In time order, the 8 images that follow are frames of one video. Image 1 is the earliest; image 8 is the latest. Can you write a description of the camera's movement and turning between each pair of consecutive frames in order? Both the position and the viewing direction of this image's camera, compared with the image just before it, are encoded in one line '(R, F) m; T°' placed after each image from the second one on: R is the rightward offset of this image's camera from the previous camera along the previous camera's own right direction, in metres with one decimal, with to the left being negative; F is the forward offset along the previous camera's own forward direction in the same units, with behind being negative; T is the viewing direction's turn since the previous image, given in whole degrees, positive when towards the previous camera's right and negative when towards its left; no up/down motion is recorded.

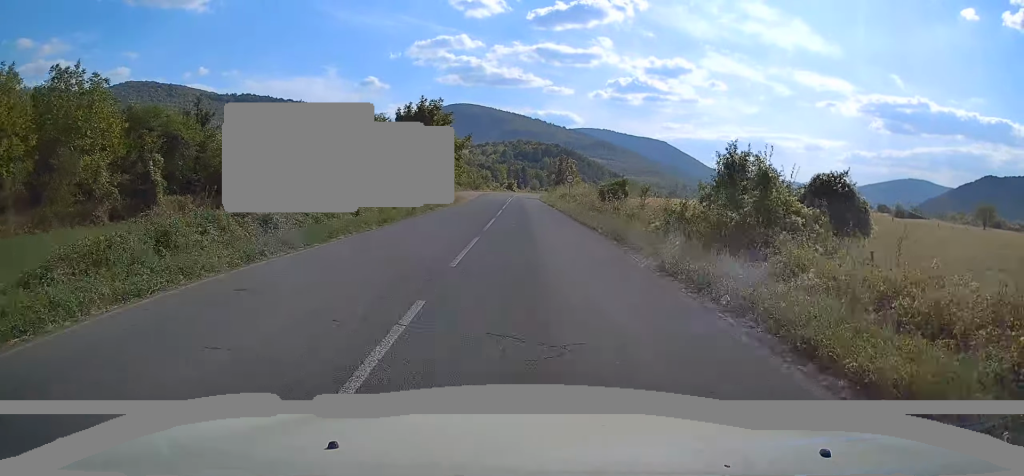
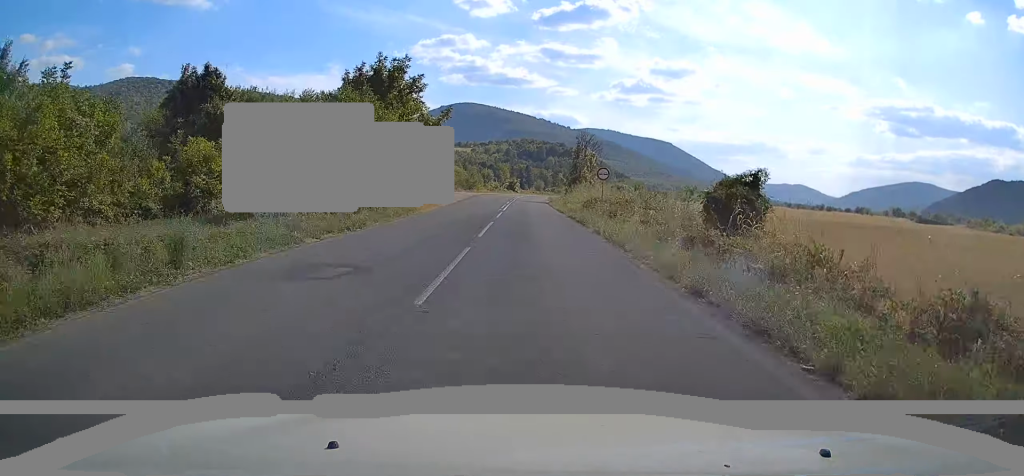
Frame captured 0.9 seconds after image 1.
(-0.2, +21.2) m; 0°
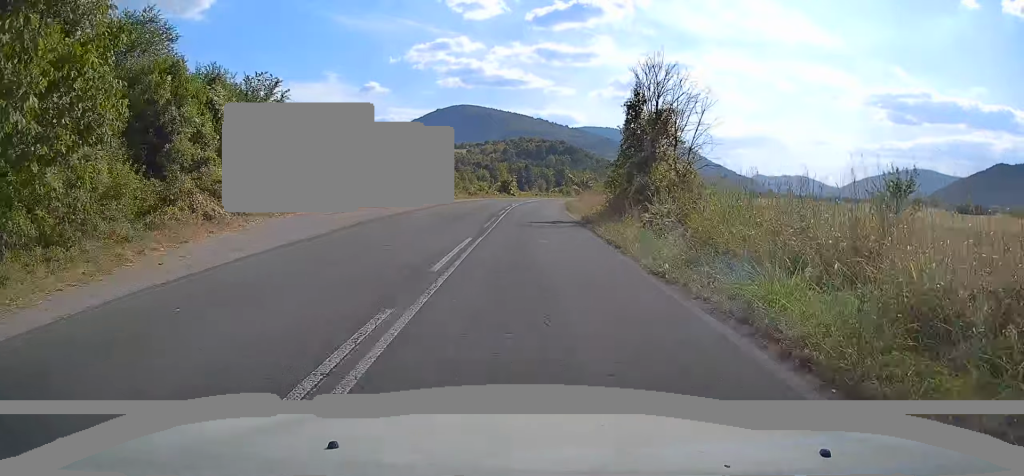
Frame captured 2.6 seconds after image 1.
(+0.2, +37.3) m; 0°
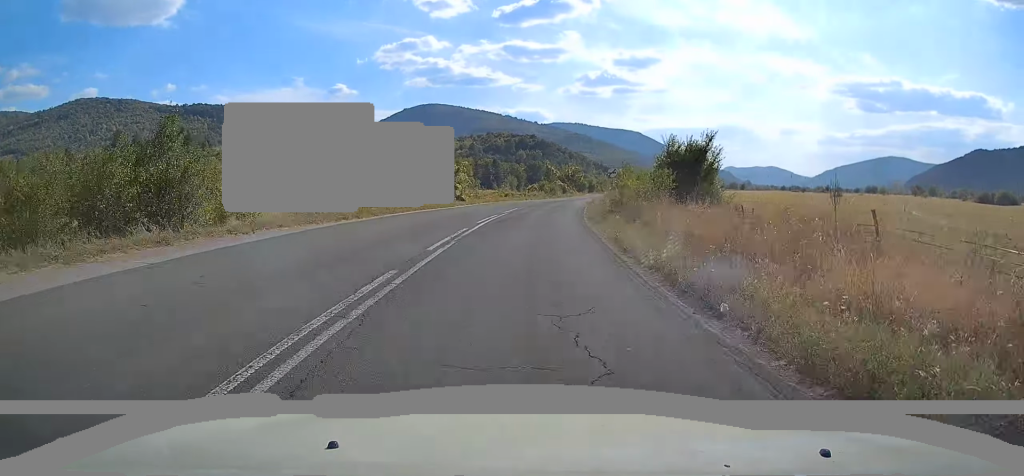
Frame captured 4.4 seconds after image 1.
(+0.2, +42.3) m; +2°
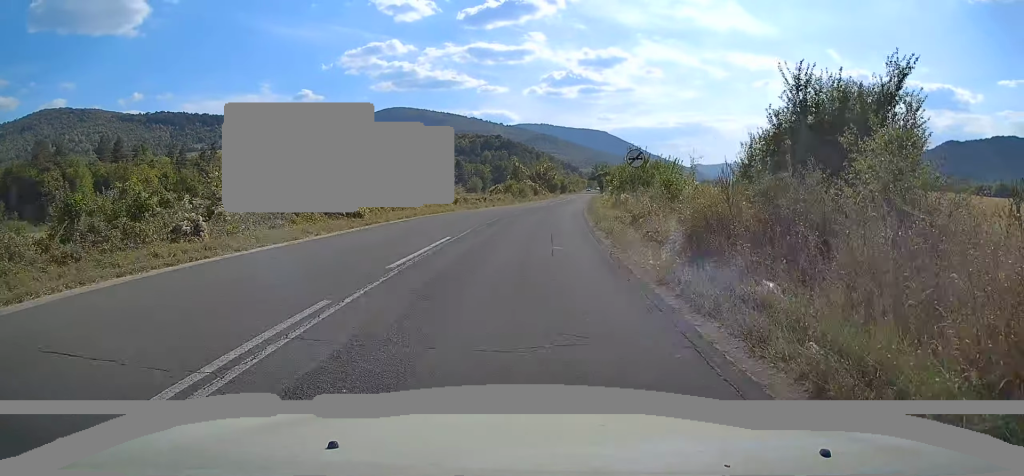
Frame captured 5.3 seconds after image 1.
(+0.5, +20.1) m; +3°
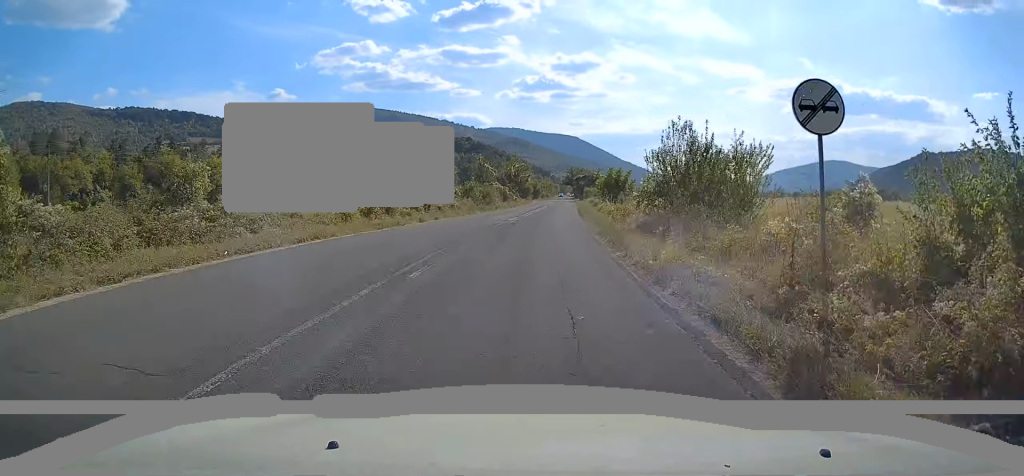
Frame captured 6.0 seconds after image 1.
(+0.4, +17.2) m; +2°
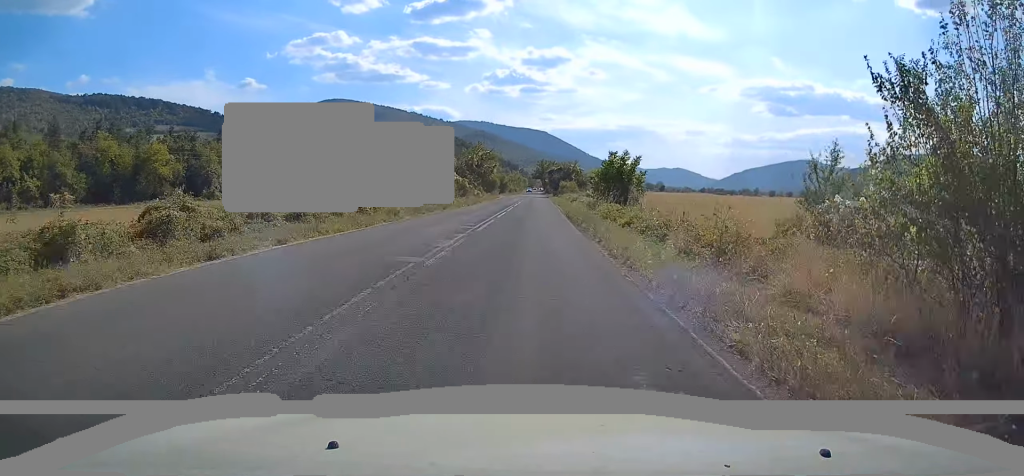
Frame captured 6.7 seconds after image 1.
(+0.3, +16.6) m; +2°
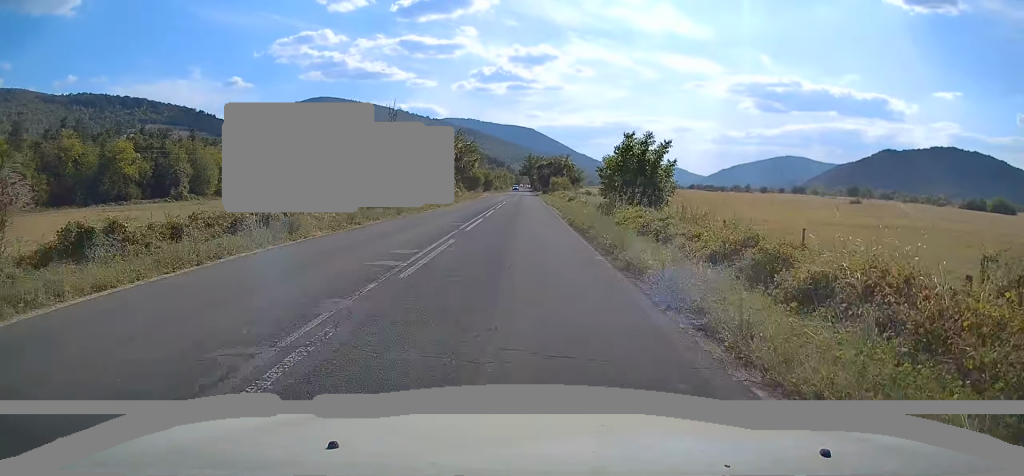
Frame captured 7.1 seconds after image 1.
(+0.2, +10.5) m; 0°
